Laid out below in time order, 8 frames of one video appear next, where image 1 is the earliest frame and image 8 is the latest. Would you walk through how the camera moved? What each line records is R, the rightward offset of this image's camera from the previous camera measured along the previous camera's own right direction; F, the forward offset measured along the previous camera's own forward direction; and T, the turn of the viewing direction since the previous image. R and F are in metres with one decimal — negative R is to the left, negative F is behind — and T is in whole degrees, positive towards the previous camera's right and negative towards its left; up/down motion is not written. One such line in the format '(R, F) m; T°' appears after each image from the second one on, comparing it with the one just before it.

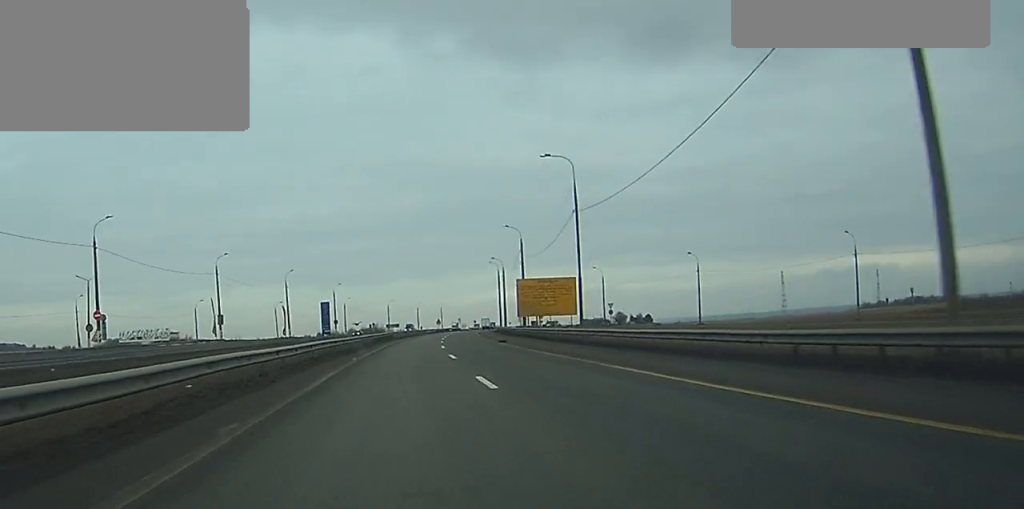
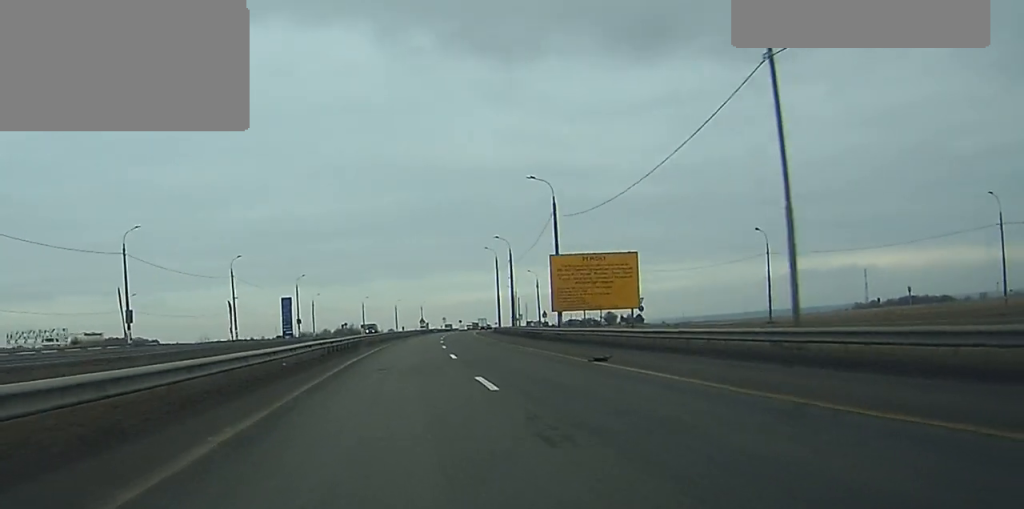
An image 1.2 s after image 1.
(+0.2, +33.0) m; +1°
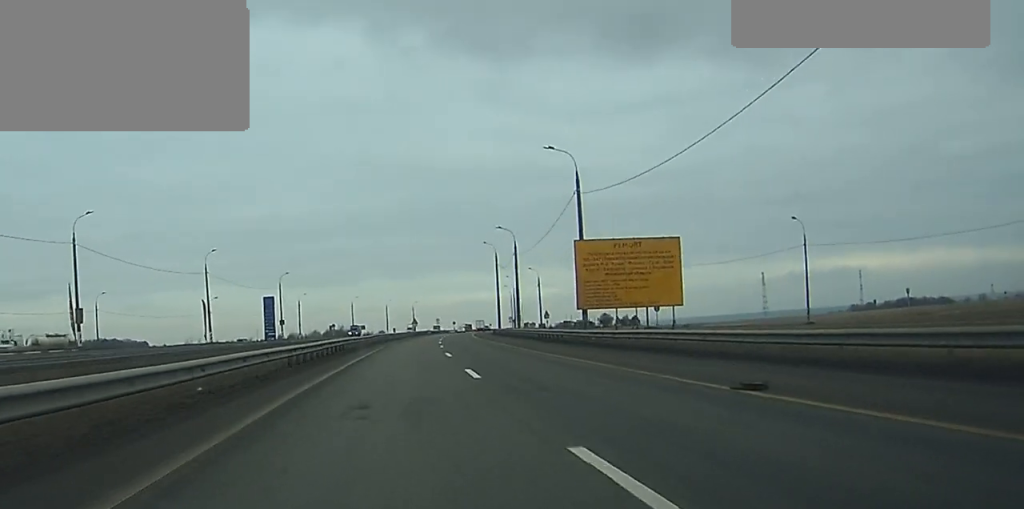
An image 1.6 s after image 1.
(+0.1, +11.9) m; +1°
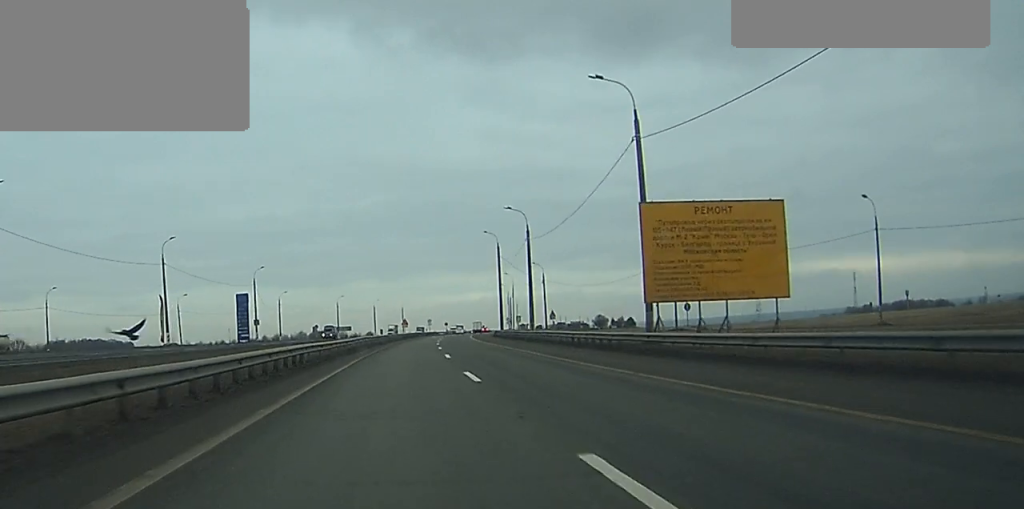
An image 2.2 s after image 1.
(+0.1, +16.5) m; +1°
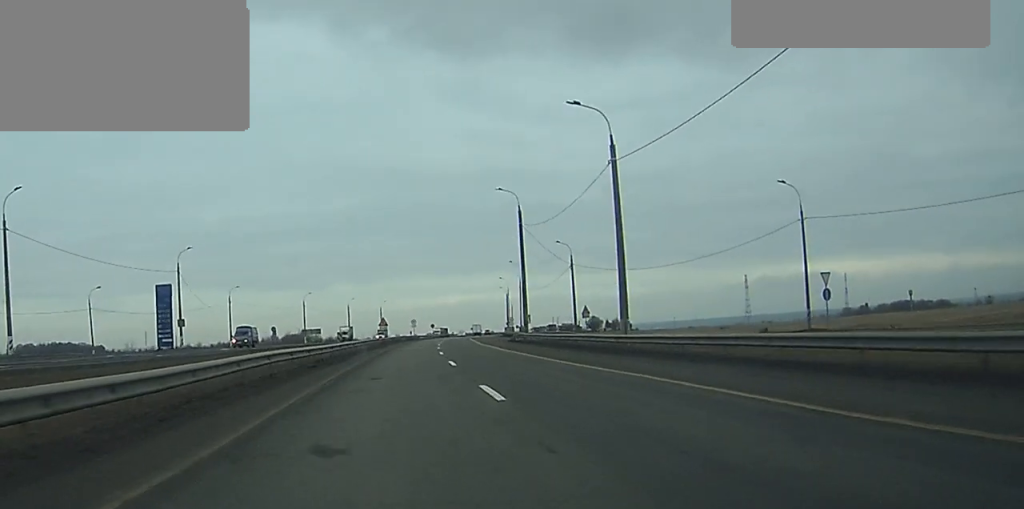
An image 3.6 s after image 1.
(+0.4, +37.5) m; +2°
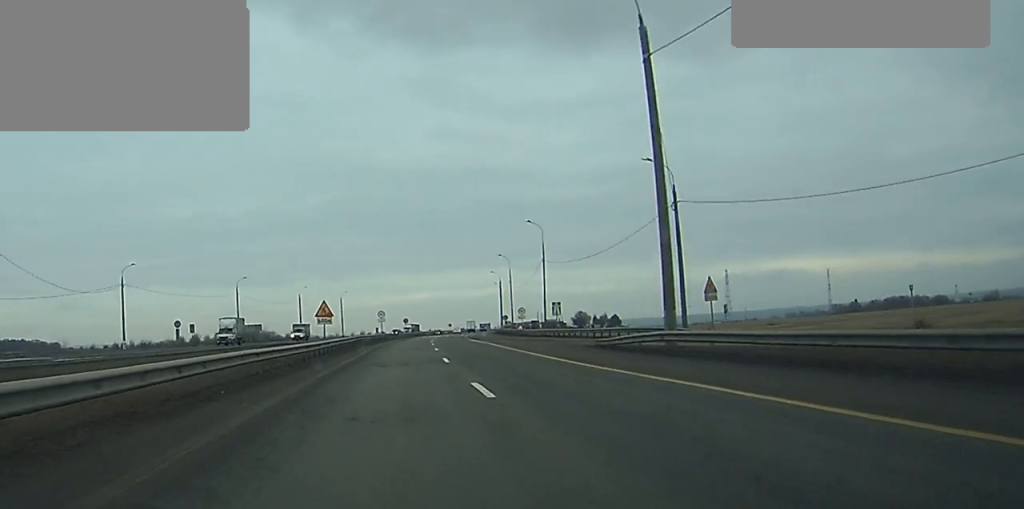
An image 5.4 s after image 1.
(+0.9, +48.5) m; +2°
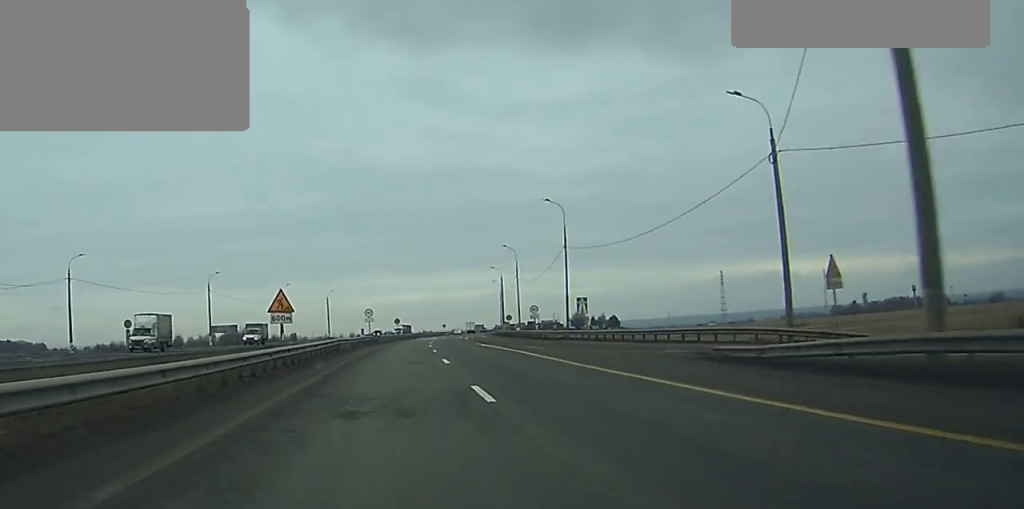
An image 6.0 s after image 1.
(-0.1, +16.5) m; 0°
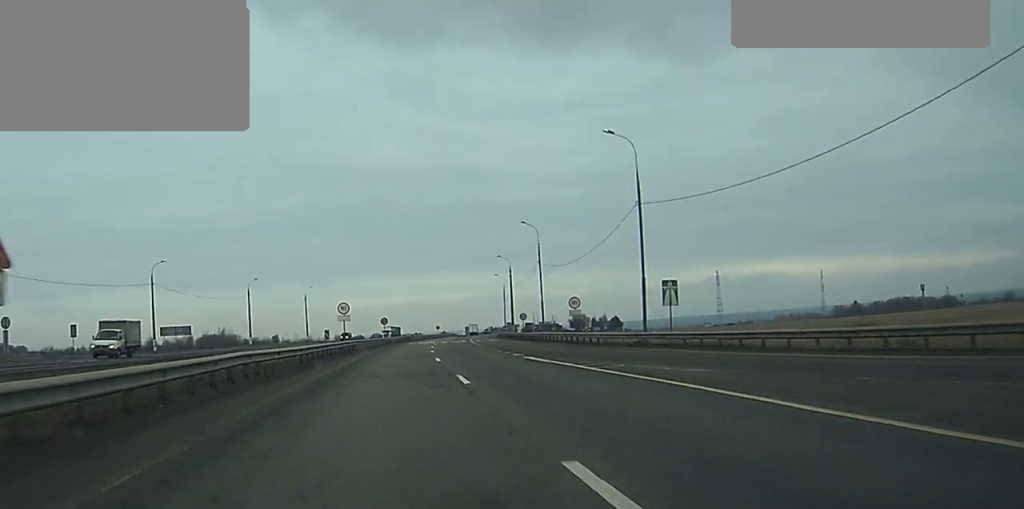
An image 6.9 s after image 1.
(+0.3, +26.7) m; +1°
